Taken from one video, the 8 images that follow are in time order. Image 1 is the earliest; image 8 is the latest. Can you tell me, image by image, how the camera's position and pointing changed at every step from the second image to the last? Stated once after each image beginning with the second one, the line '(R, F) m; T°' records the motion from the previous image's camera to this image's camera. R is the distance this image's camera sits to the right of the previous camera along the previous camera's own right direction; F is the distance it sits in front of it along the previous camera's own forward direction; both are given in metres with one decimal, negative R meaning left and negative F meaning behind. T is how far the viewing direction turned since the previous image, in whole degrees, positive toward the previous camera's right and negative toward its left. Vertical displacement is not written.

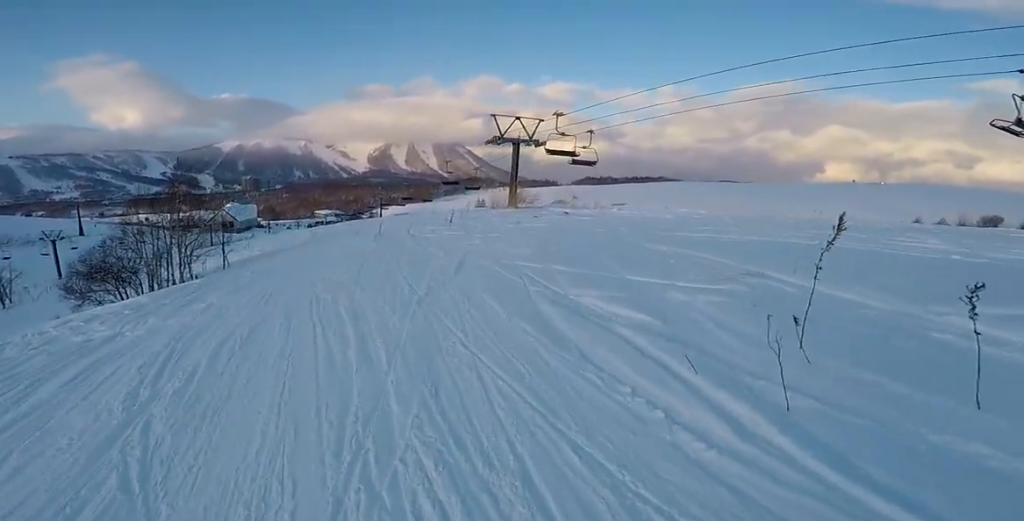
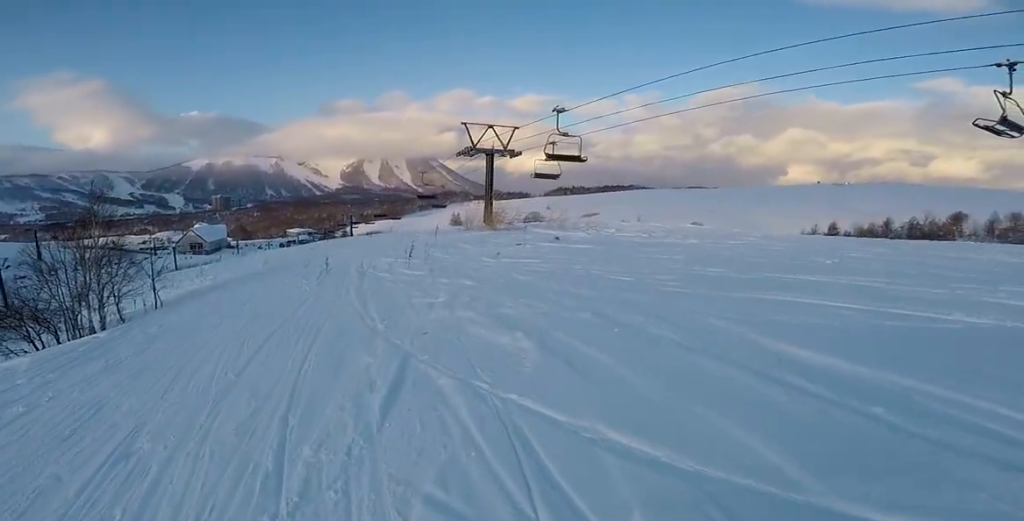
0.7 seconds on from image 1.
(0.0, +3.1) m; 0°
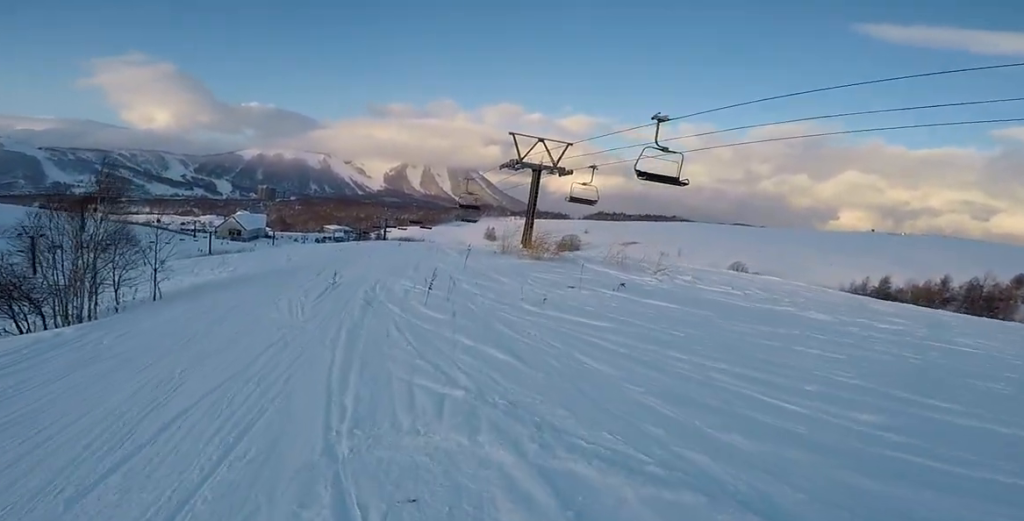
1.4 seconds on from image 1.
(0.0, +2.6) m; 0°
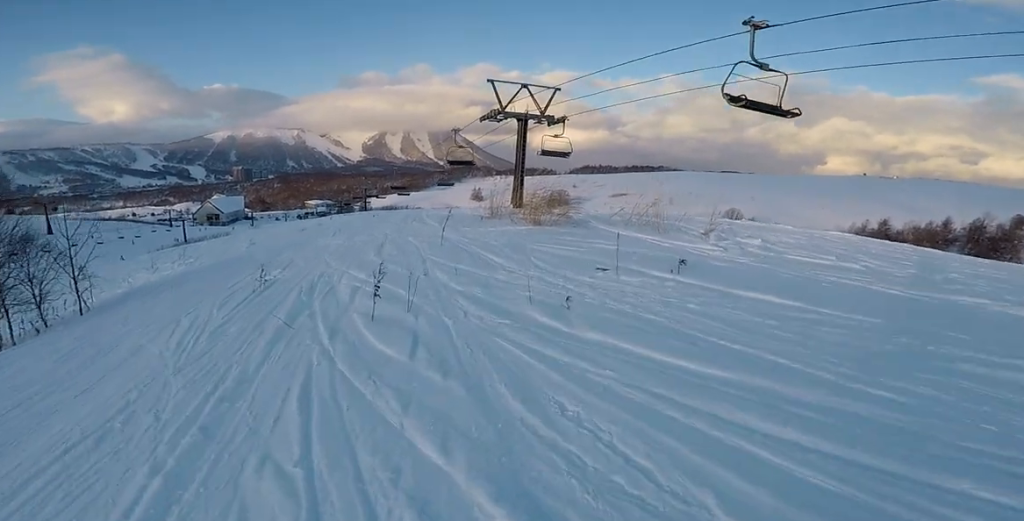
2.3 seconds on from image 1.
(0.0, +3.5) m; 0°
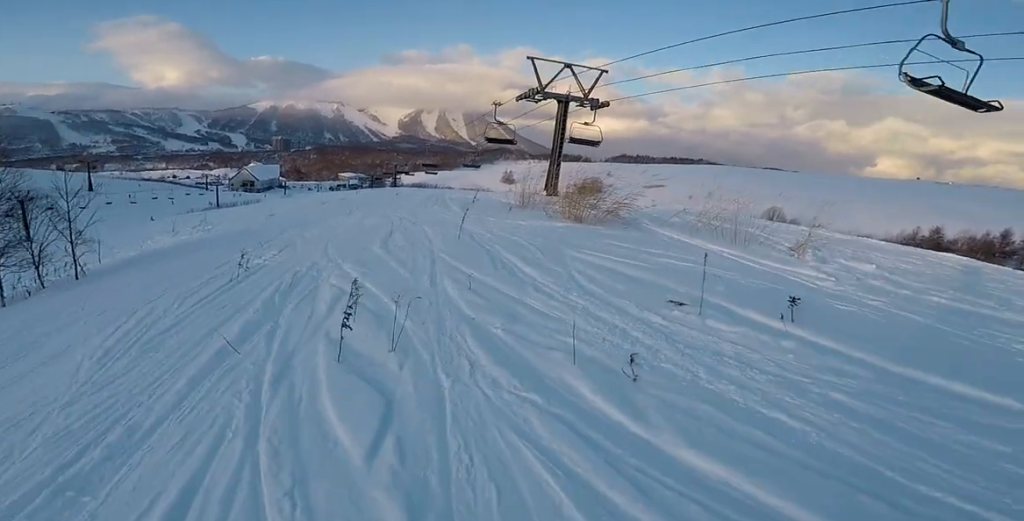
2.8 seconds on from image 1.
(0.0, +2.0) m; 0°
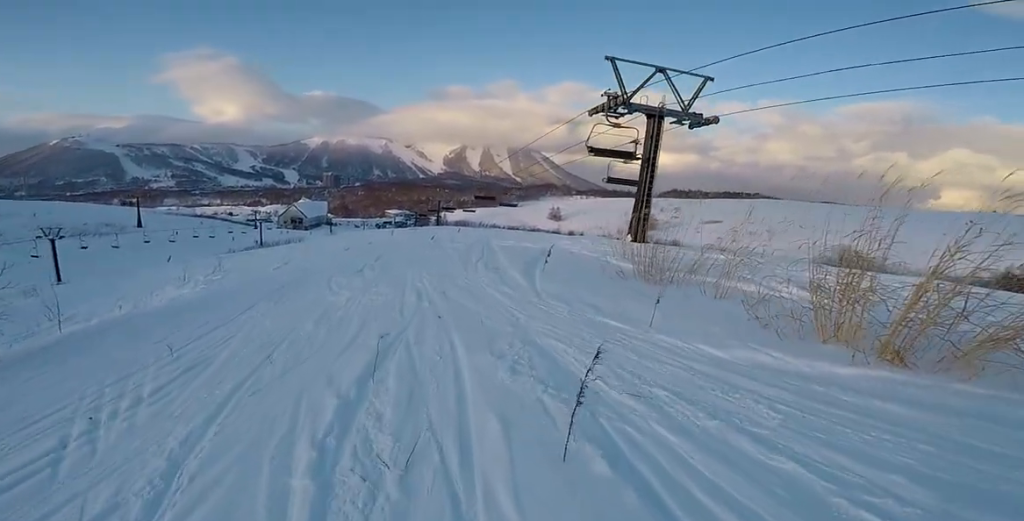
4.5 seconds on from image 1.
(0.0, +6.4) m; 0°
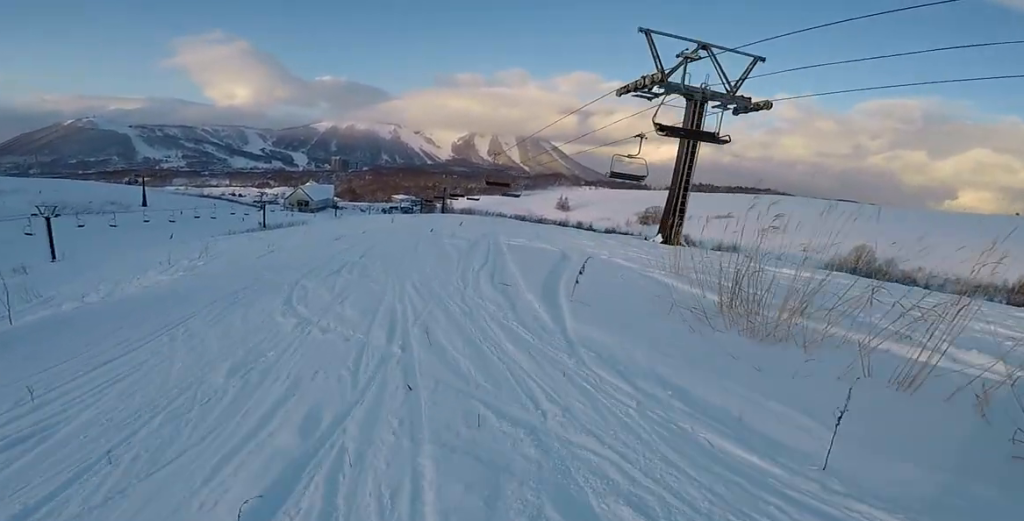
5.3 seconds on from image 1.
(0.0, +2.5) m; 0°
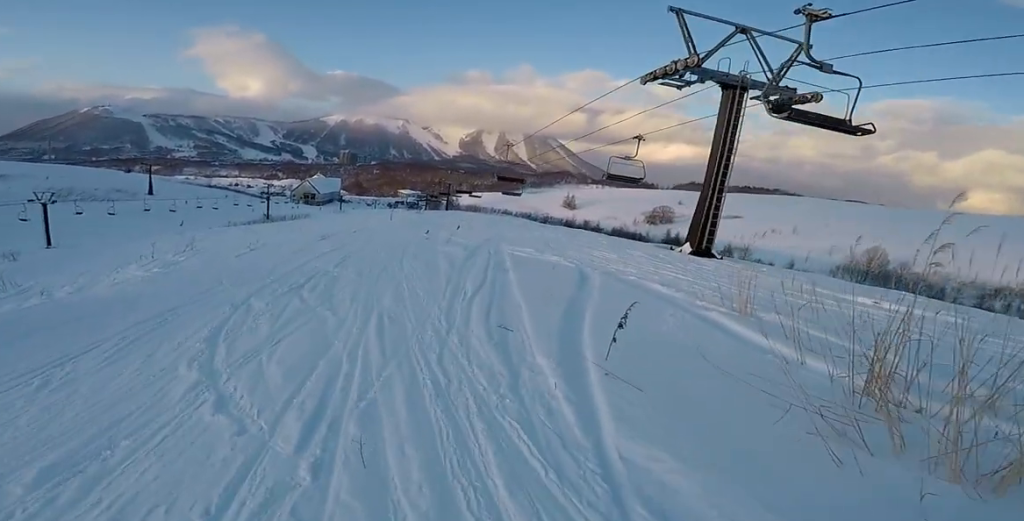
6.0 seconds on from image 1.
(0.0, +2.2) m; 0°
